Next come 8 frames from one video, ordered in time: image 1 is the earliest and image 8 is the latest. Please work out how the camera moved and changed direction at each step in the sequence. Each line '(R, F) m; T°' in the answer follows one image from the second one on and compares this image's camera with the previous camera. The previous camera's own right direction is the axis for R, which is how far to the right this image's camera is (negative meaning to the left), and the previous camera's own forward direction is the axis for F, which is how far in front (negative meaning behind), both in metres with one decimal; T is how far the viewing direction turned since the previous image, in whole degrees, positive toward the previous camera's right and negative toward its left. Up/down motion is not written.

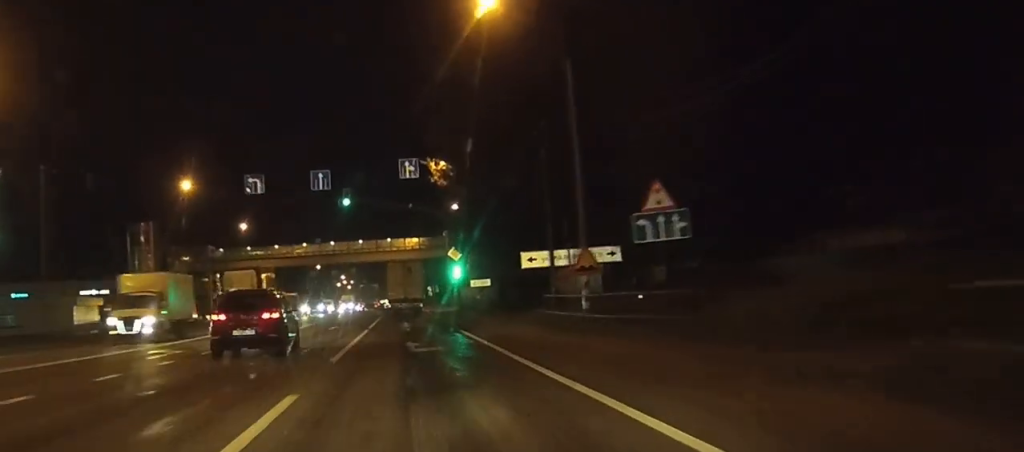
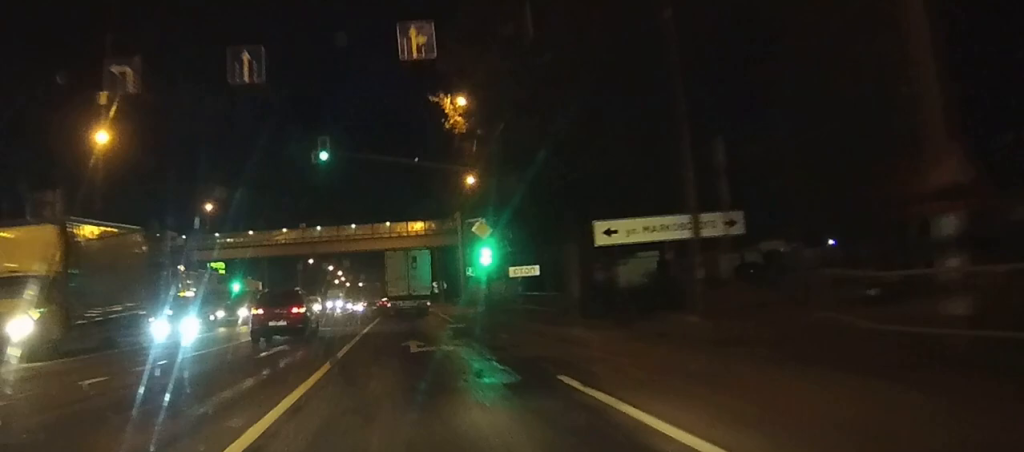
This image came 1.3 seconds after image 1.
(-0.1, +19.7) m; 0°
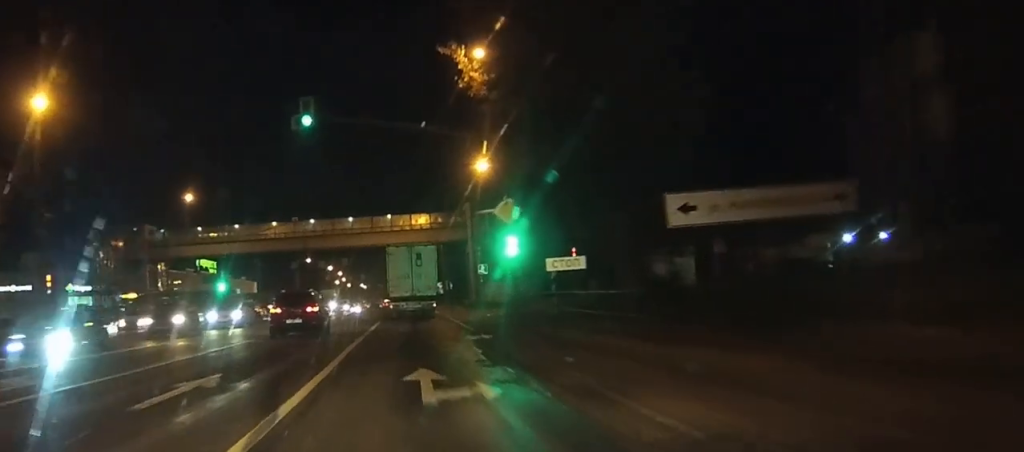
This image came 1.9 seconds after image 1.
(0.0, +9.1) m; 0°
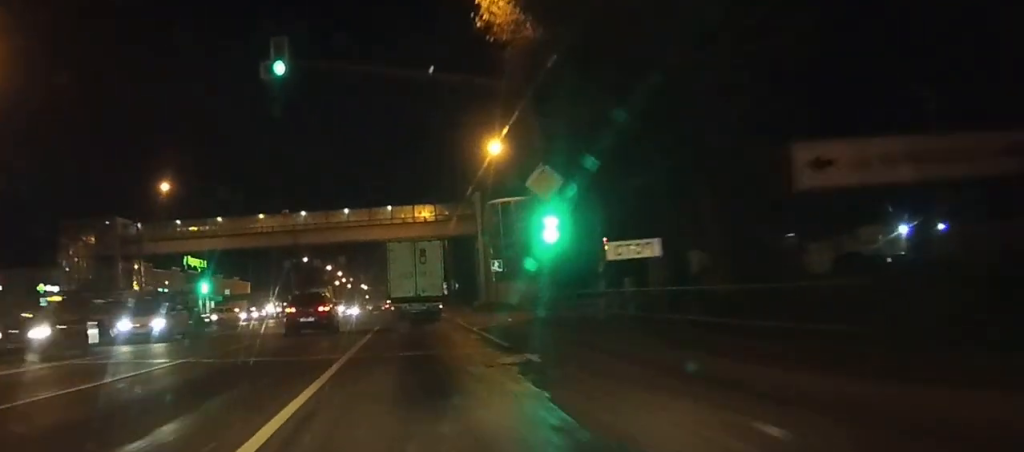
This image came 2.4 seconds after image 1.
(0.0, +8.5) m; 0°
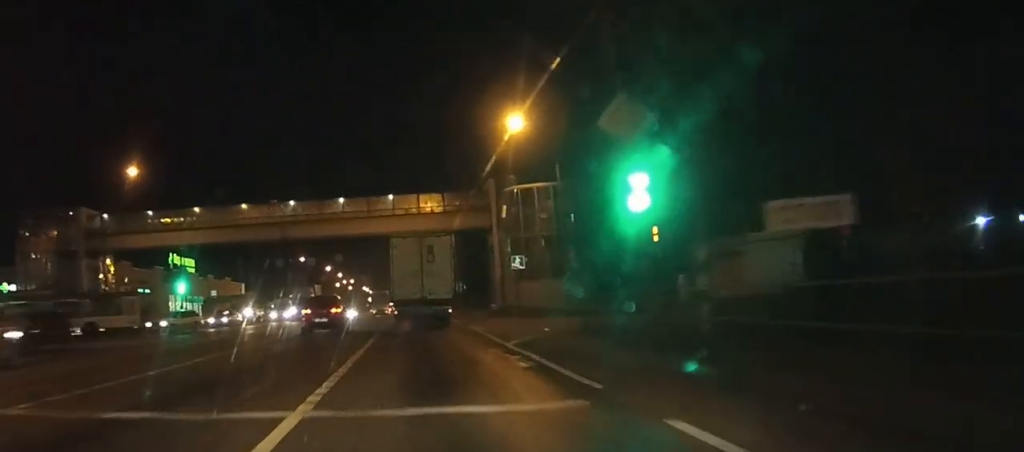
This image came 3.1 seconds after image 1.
(0.0, +9.4) m; 0°
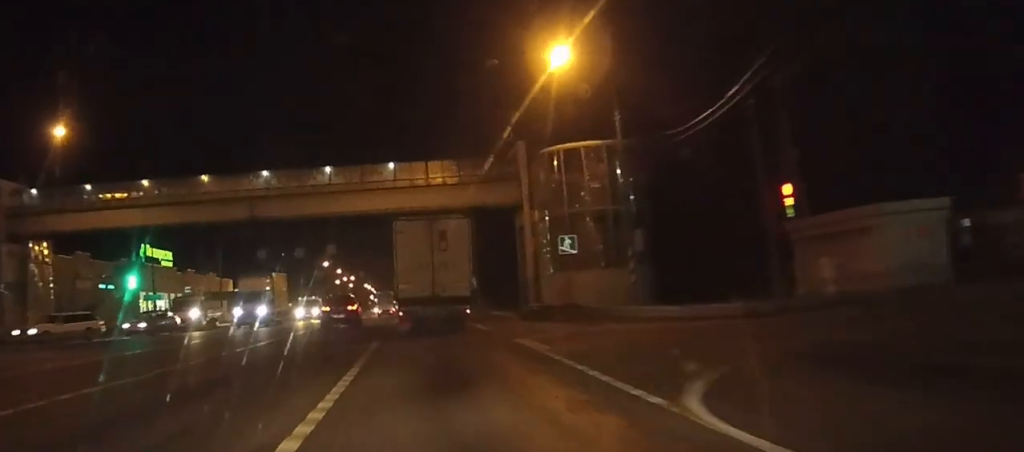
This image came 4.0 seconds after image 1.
(0.0, +14.3) m; -1°
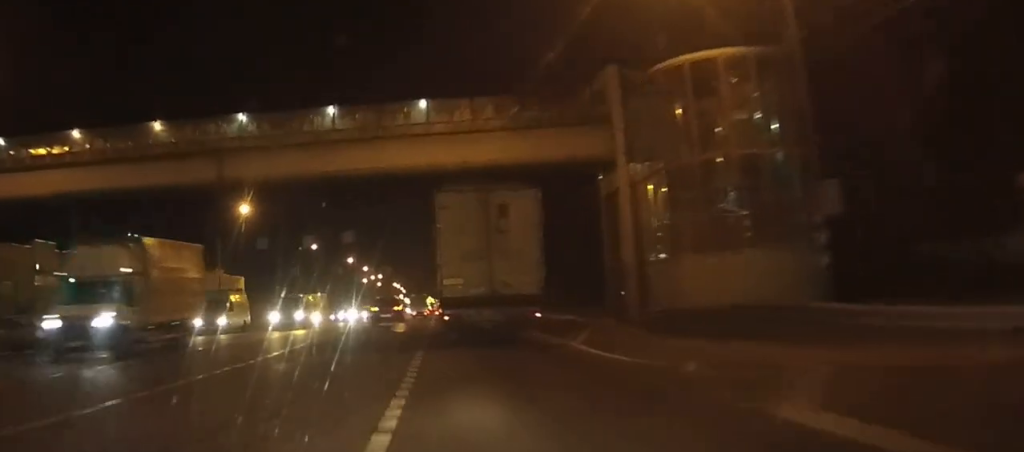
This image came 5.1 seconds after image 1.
(-0.2, +16.0) m; -1°
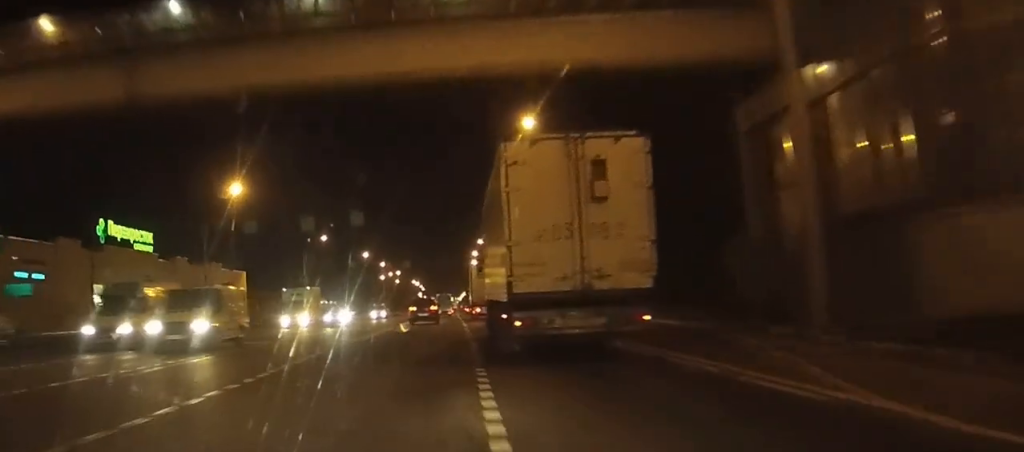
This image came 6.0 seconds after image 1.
(0.0, +13.8) m; 0°
